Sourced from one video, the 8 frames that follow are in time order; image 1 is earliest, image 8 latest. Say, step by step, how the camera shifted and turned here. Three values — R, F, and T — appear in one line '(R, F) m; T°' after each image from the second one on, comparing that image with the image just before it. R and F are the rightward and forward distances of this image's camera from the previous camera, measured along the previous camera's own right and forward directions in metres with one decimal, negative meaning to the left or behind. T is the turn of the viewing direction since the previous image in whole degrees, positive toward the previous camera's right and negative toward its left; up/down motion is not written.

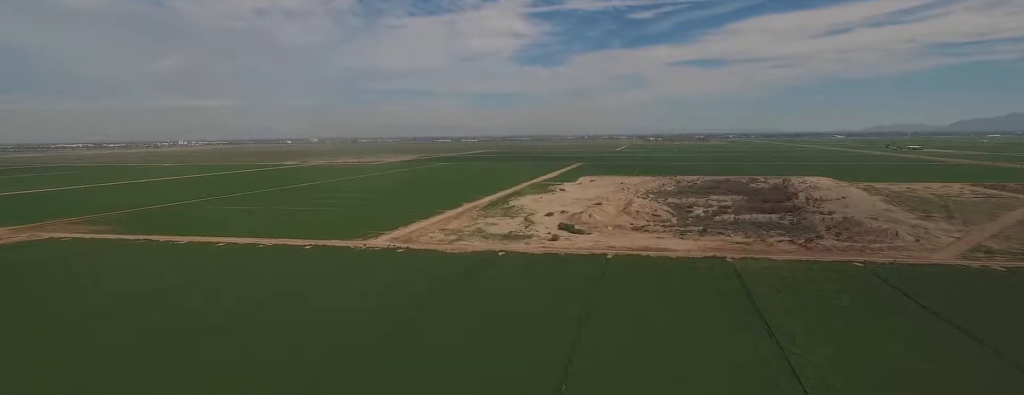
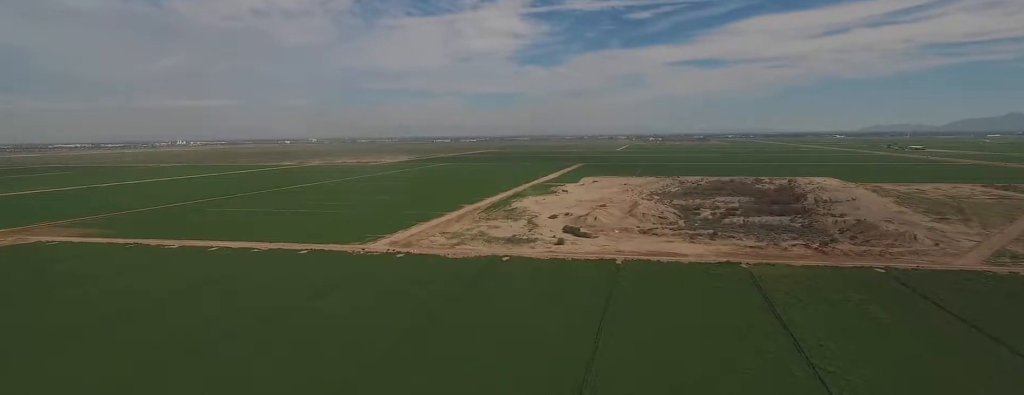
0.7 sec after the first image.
(0.0, +11.8) m; +1°
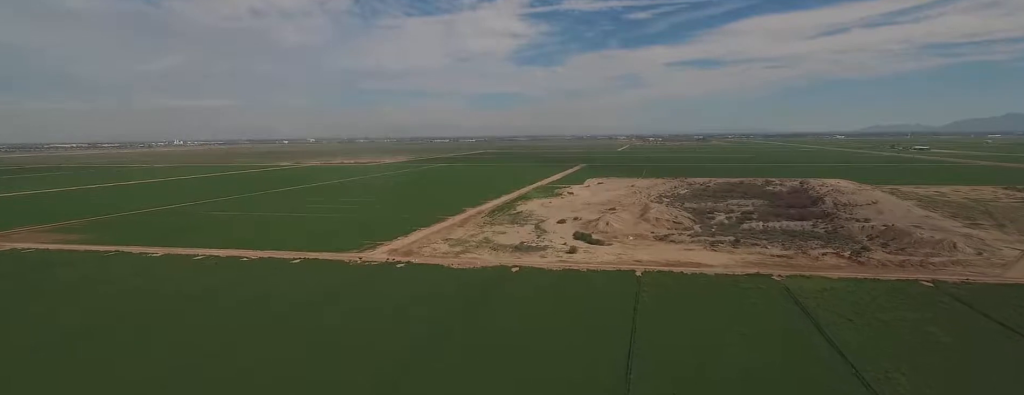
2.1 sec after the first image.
(+0.3, +22.1) m; +1°
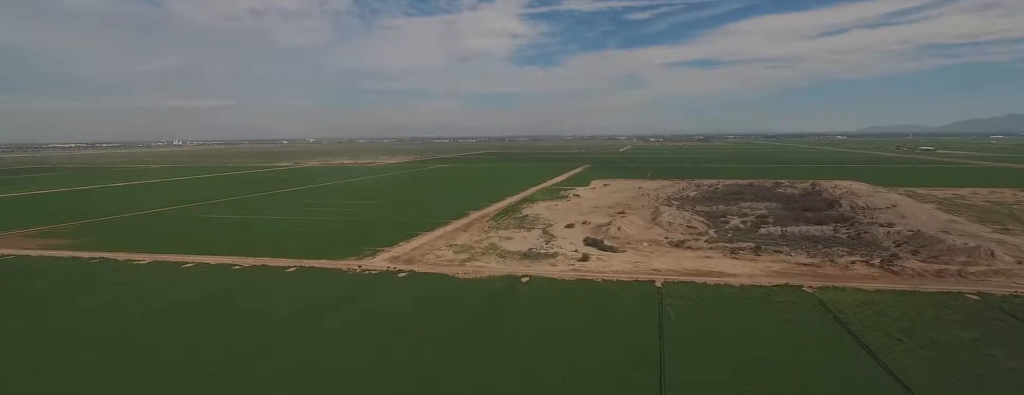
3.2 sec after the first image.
(+0.2, +17.3) m; +1°
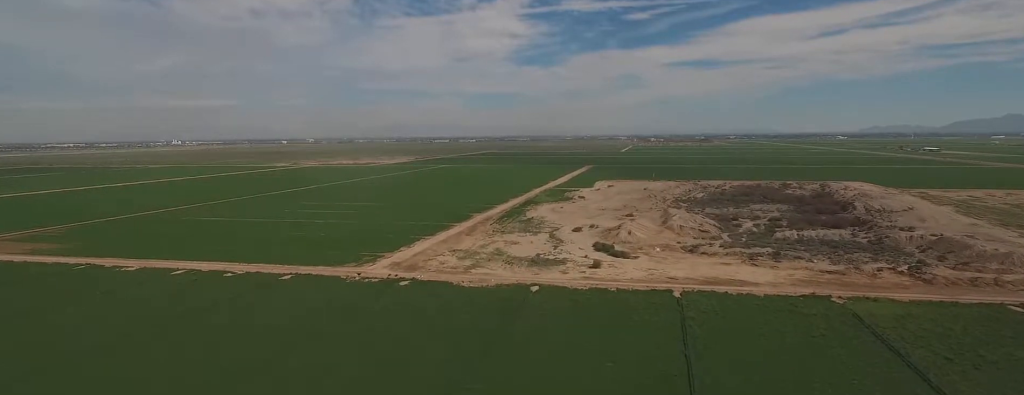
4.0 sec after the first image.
(+0.1, +14.0) m; +1°
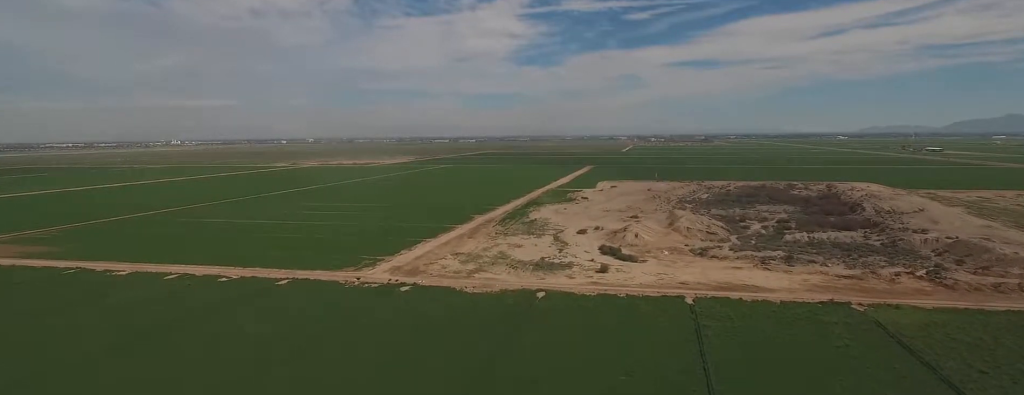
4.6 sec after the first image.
(+0.1, +8.6) m; 0°
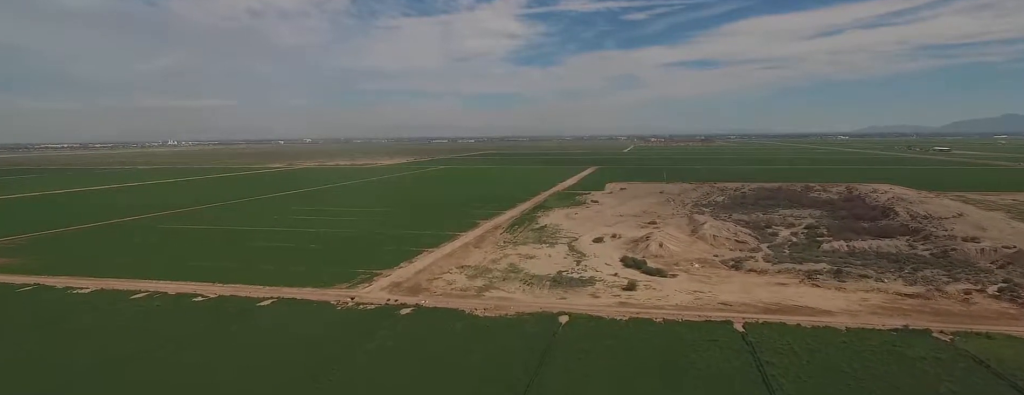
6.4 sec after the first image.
(-0.3, +30.0) m; -1°
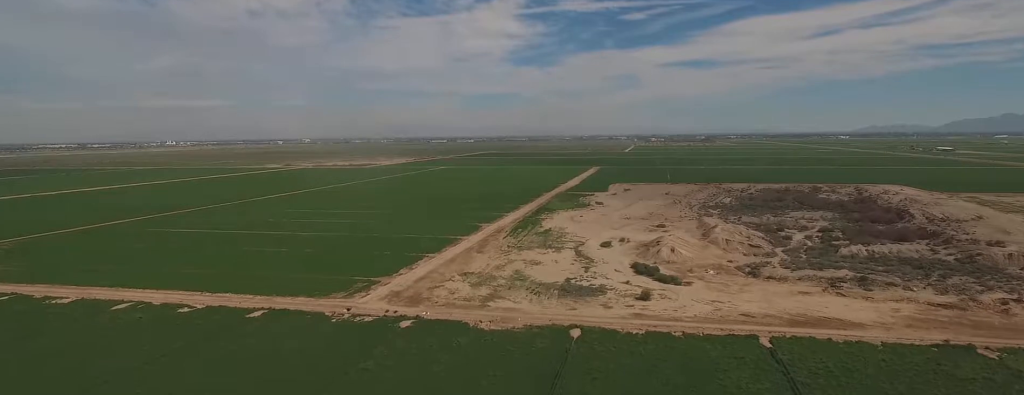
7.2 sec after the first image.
(-0.1, +13.0) m; -1°
